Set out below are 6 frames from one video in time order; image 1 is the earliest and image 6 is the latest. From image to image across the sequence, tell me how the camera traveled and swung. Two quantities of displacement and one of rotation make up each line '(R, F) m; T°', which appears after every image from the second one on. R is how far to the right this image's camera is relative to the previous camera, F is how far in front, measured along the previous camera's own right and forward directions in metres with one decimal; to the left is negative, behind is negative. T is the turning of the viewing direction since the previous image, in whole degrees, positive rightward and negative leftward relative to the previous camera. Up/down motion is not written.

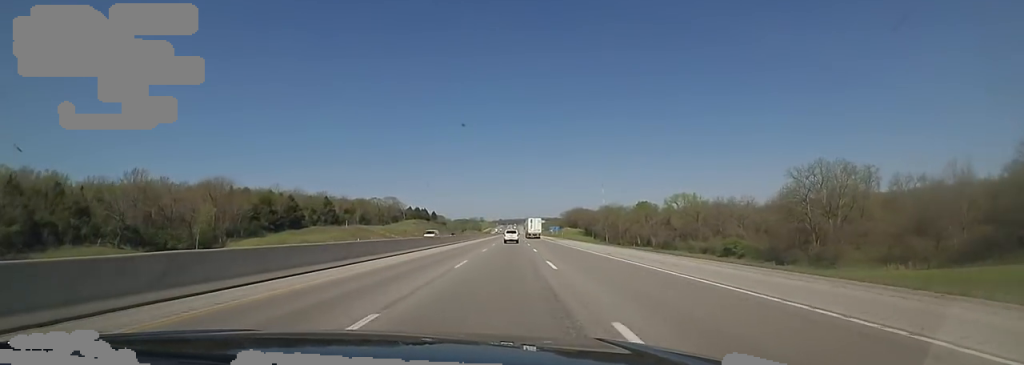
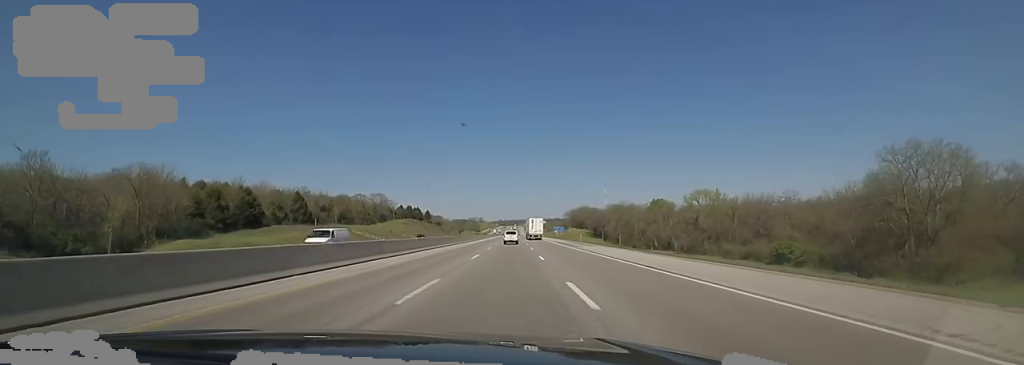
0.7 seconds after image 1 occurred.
(+0.5, +24.4) m; 0°
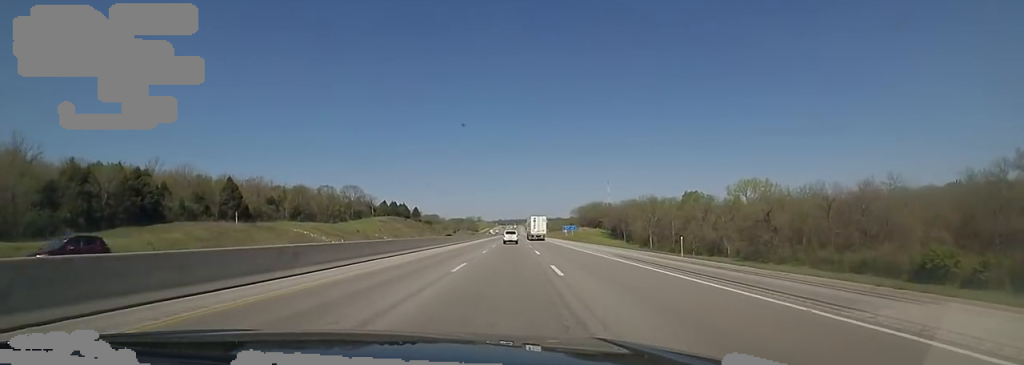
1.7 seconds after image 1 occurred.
(-0.8, +39.0) m; 0°
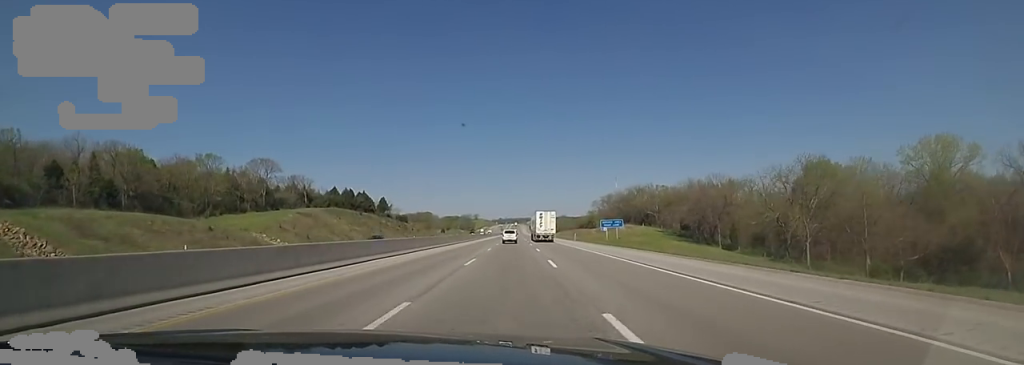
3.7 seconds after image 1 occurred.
(-0.5, +73.6) m; 0°
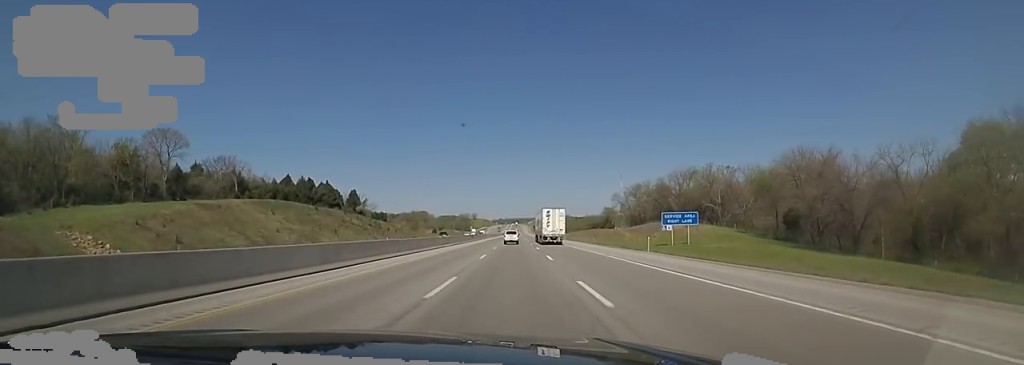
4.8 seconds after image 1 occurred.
(+1.0, +40.4) m; 0°
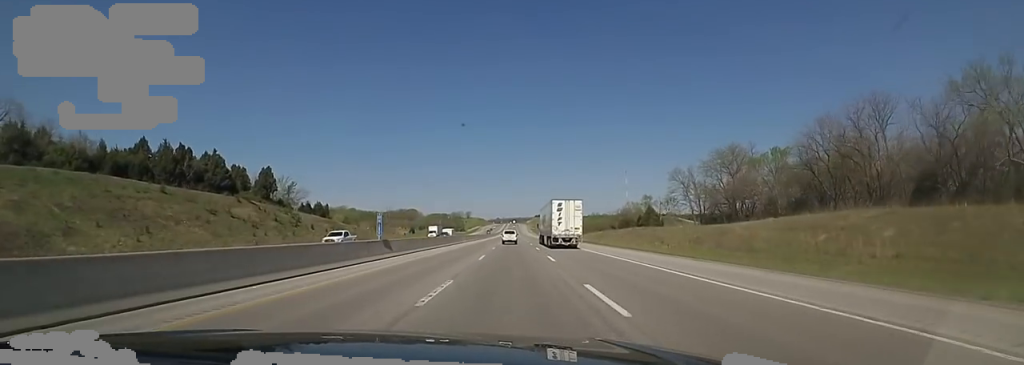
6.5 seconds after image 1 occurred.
(-0.1, +62.6) m; 0°
